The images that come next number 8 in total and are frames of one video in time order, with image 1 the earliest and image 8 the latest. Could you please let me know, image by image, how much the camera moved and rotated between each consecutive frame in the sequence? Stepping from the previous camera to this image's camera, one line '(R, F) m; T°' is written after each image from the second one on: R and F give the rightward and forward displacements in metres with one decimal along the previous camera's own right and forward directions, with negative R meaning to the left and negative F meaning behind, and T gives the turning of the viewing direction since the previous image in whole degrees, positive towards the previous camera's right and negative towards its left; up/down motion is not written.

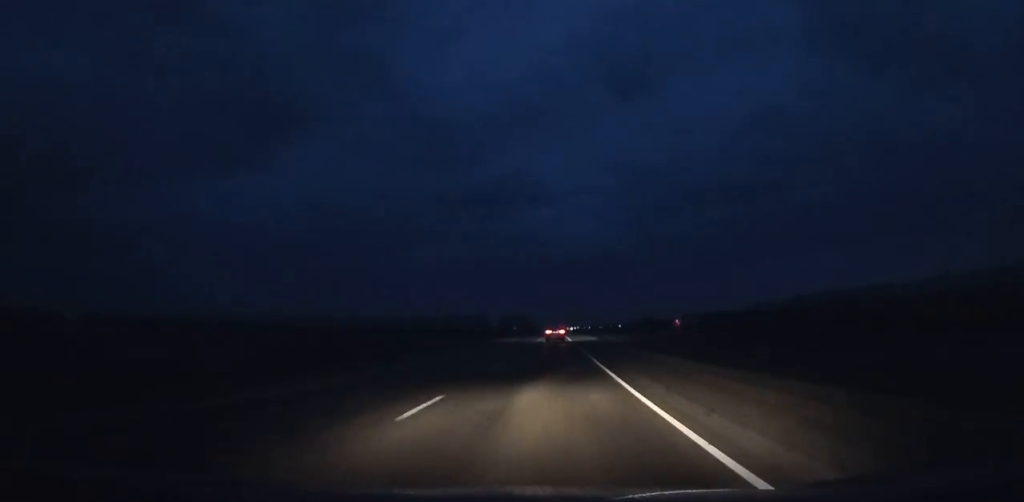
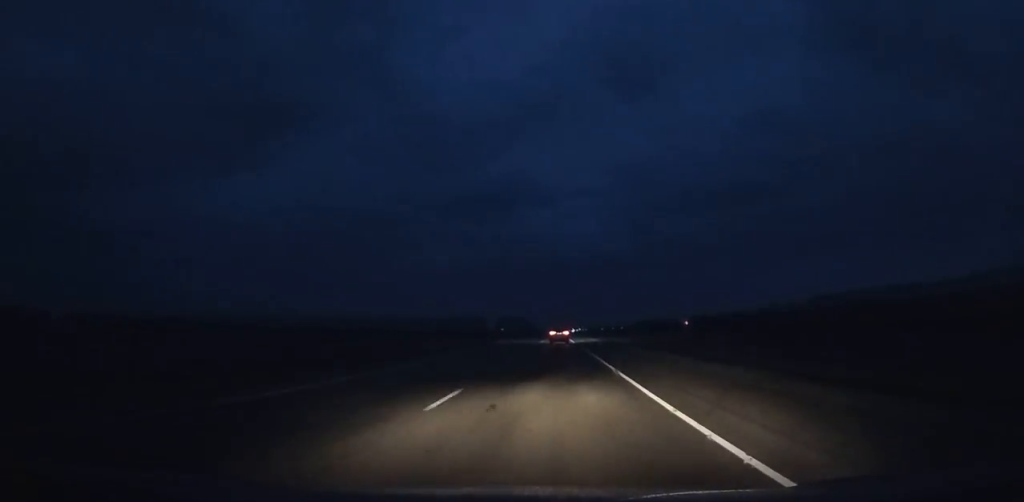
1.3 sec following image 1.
(-0.2, +35.4) m; 0°
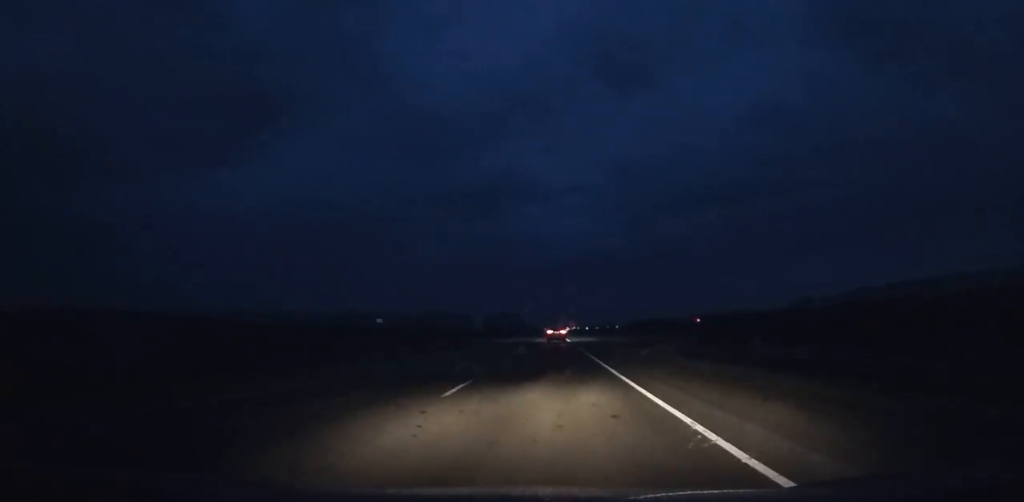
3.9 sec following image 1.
(+0.4, +71.2) m; 0°
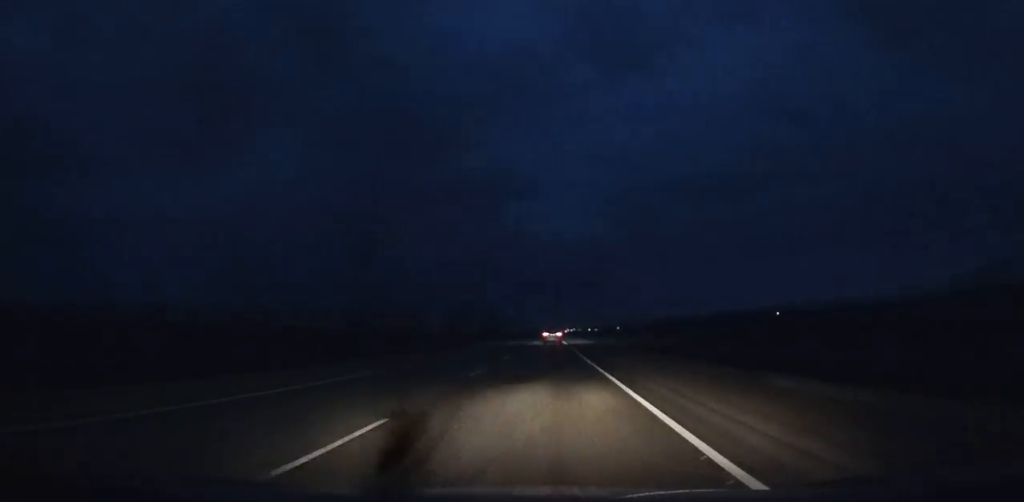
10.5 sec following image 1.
(+0.6, +183.2) m; 0°
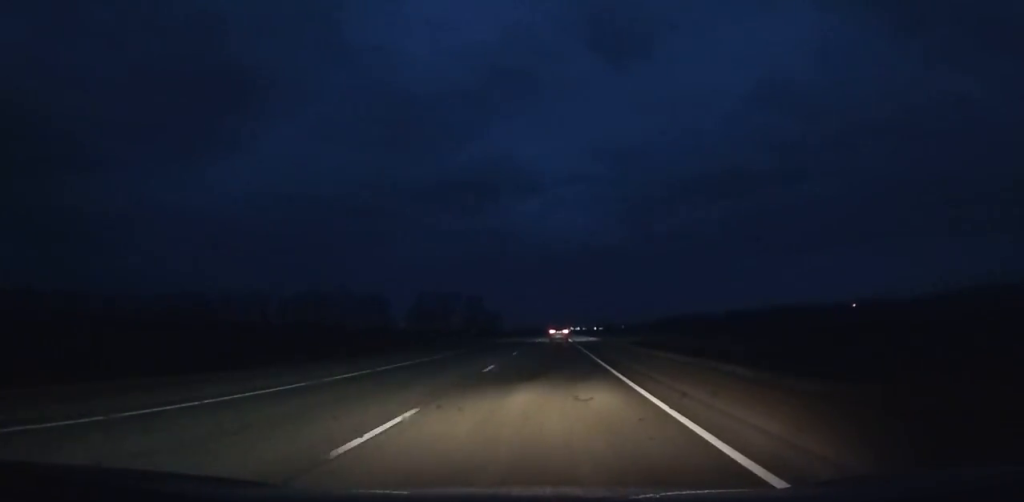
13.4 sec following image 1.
(-0.5, +81.3) m; 0°
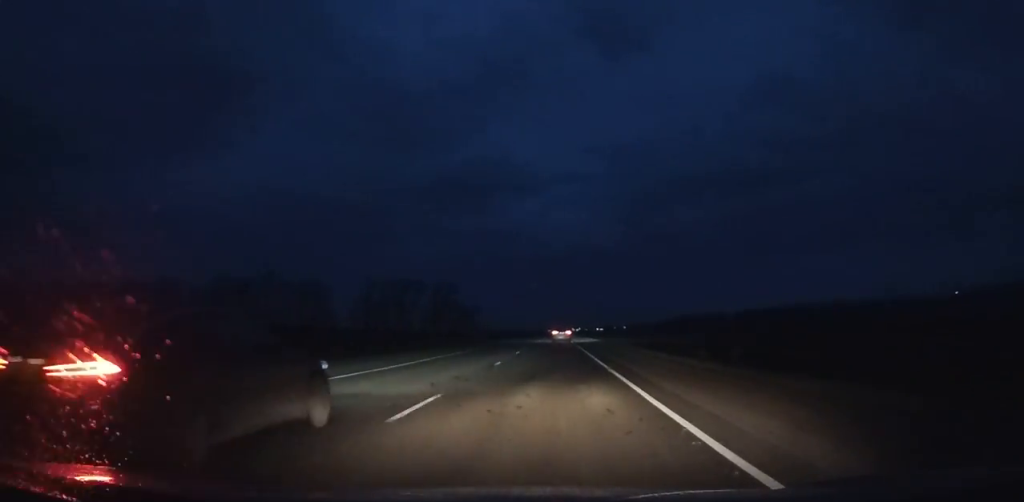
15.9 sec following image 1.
(-0.1, +70.3) m; 0°
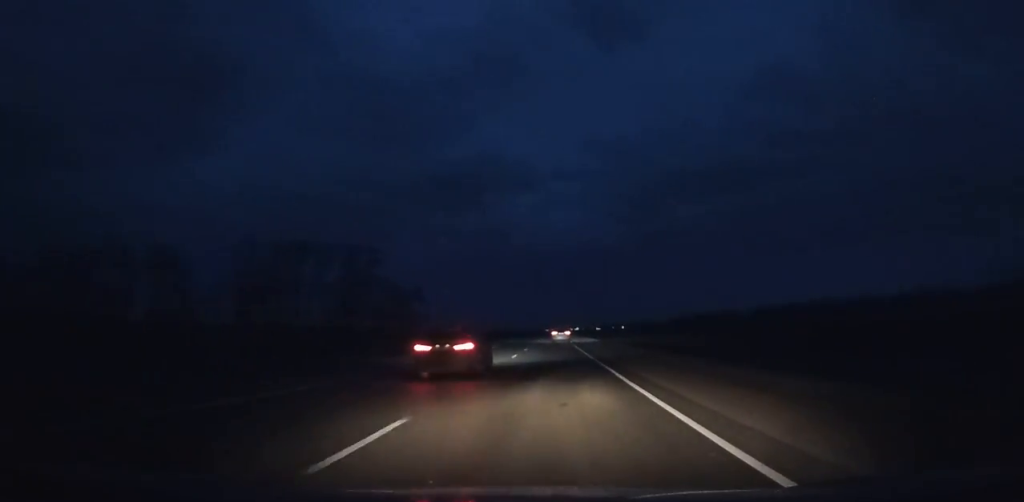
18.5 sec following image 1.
(+0.1, +73.3) m; 0°
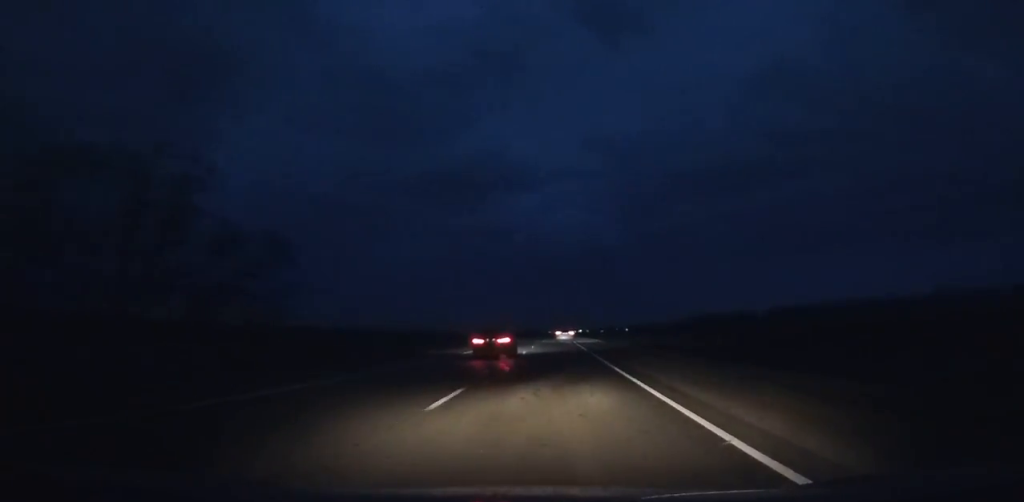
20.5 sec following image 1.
(0.0, +56.5) m; 0°
